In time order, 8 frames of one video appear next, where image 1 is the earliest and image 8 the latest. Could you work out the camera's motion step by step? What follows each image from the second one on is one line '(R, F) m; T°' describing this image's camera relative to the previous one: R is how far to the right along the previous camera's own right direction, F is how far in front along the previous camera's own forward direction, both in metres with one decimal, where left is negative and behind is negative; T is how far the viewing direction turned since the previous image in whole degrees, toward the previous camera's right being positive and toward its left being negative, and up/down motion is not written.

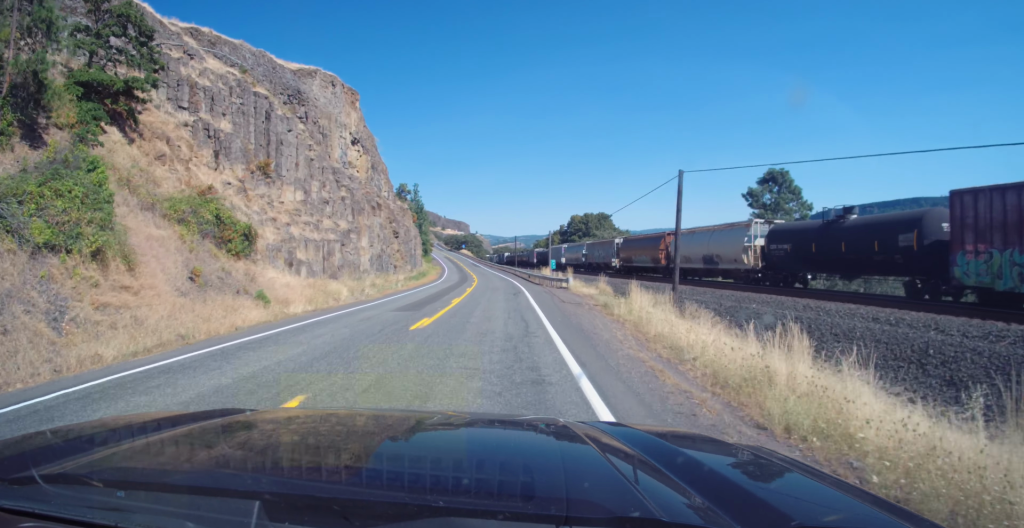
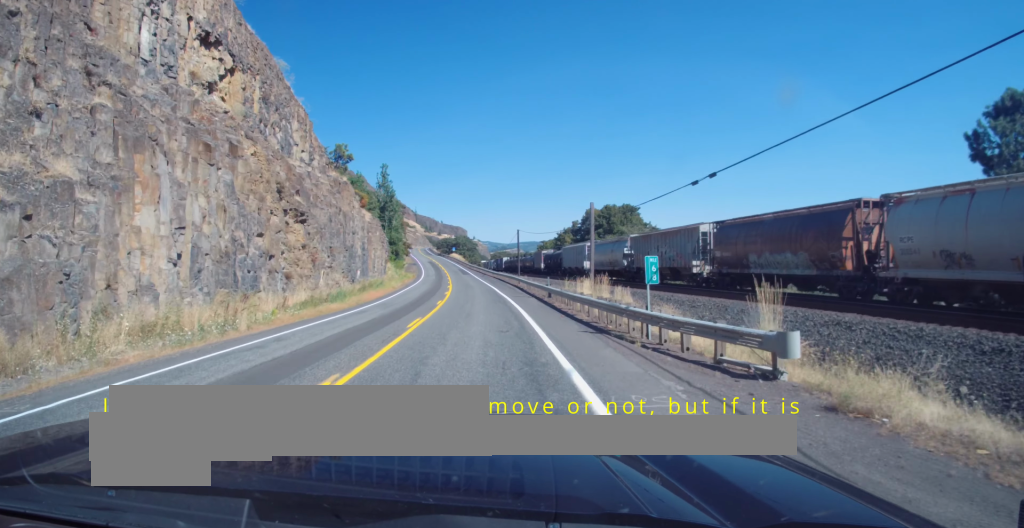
(+0.1, +34.9) m; 0°
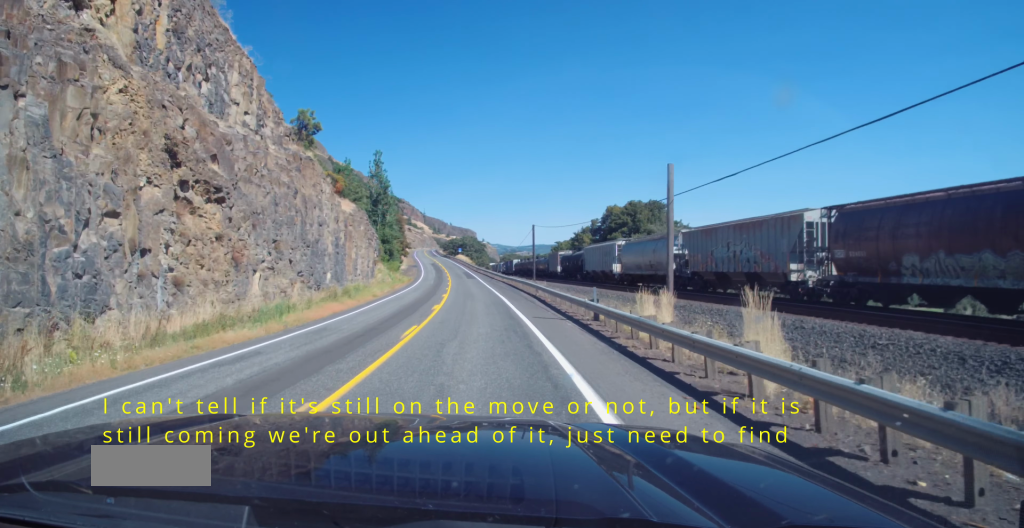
(-0.1, +14.1) m; -1°
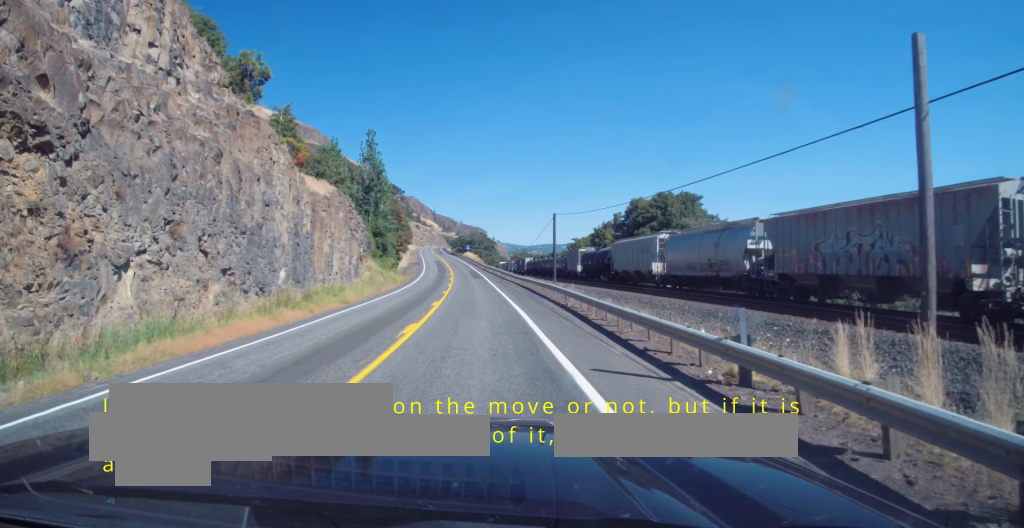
(+0.1, +12.6) m; -2°
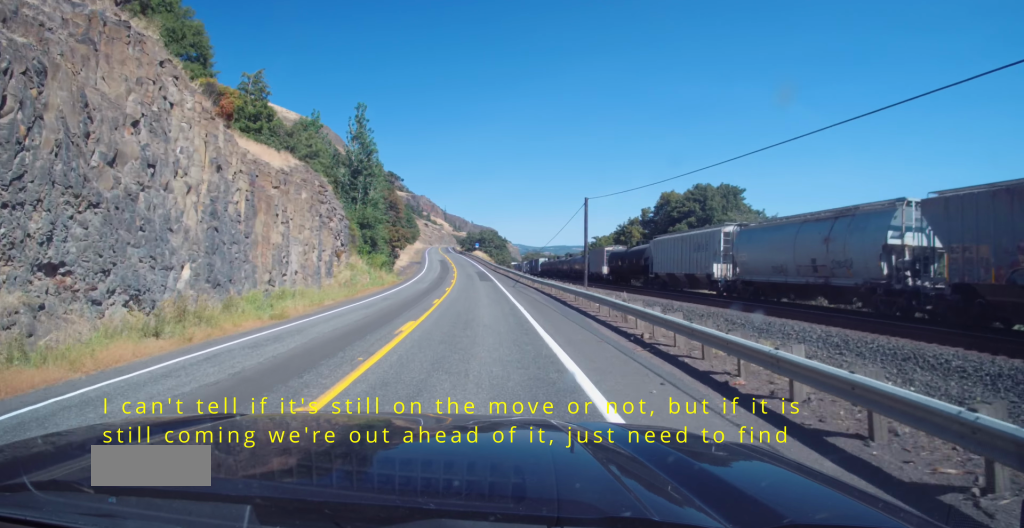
(-0.4, +12.4) m; -1°
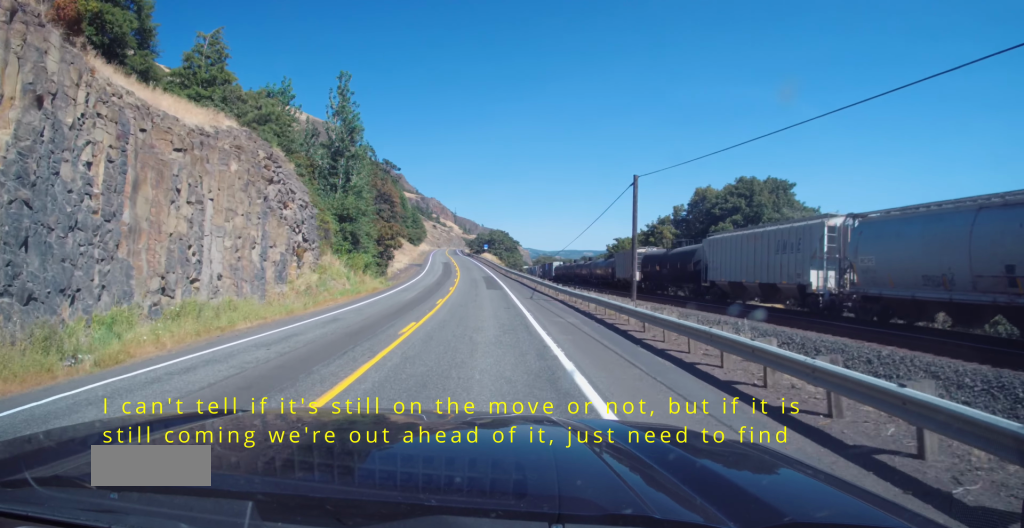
(-0.3, +12.4) m; -1°
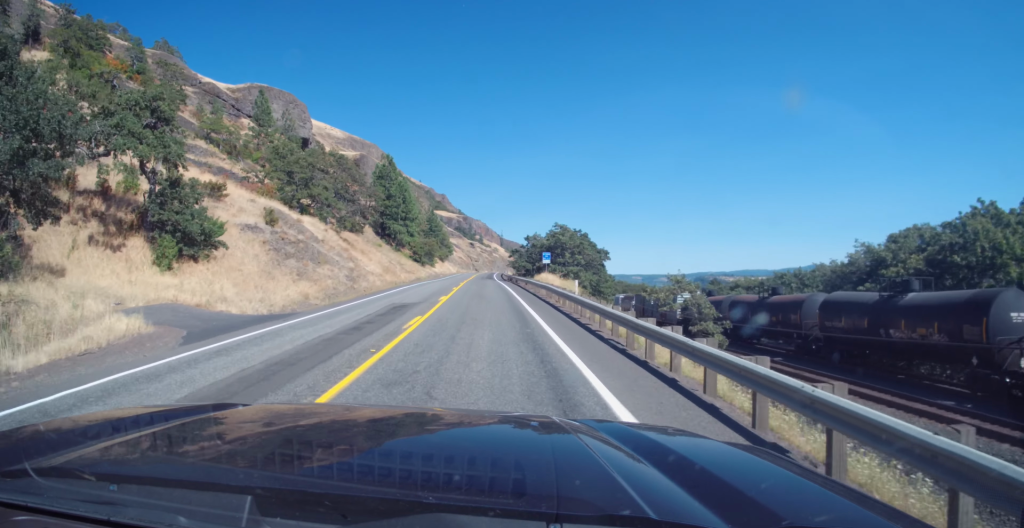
(-1.6, +72.9) m; -4°
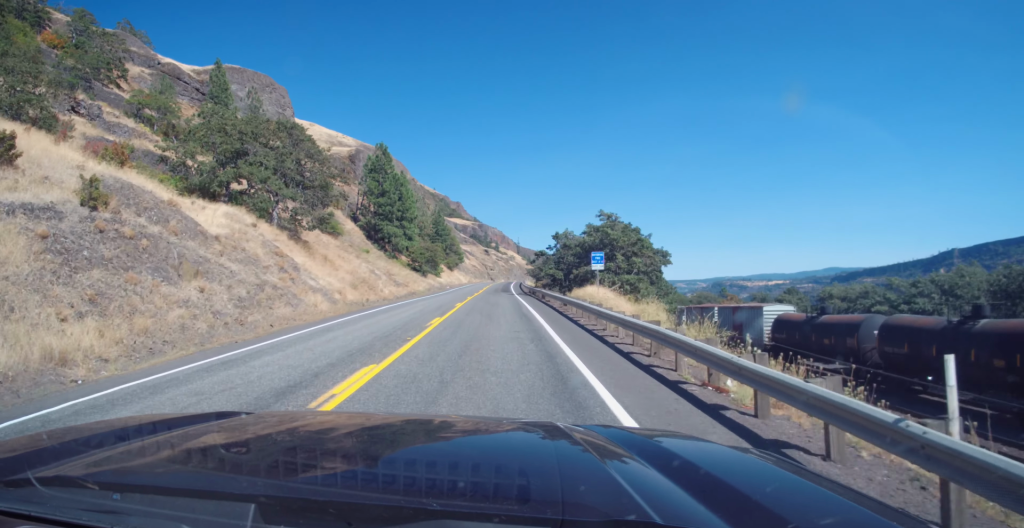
(+0.4, +20.2) m; 0°
